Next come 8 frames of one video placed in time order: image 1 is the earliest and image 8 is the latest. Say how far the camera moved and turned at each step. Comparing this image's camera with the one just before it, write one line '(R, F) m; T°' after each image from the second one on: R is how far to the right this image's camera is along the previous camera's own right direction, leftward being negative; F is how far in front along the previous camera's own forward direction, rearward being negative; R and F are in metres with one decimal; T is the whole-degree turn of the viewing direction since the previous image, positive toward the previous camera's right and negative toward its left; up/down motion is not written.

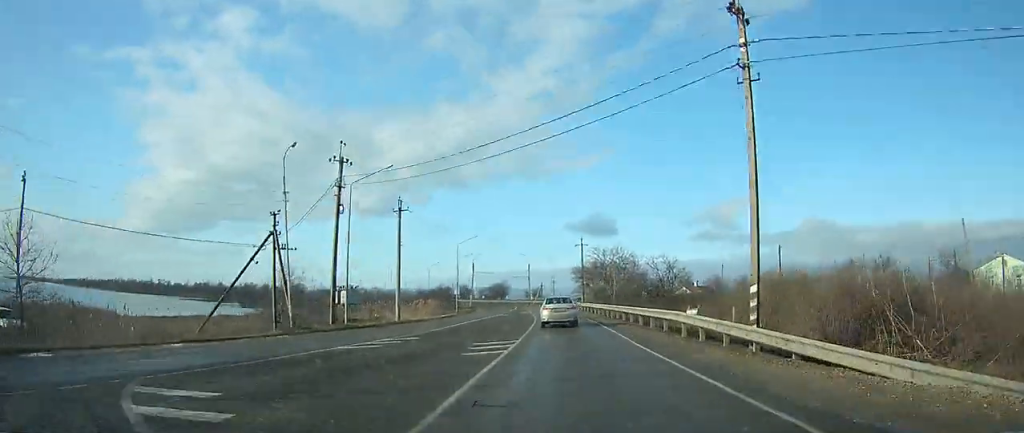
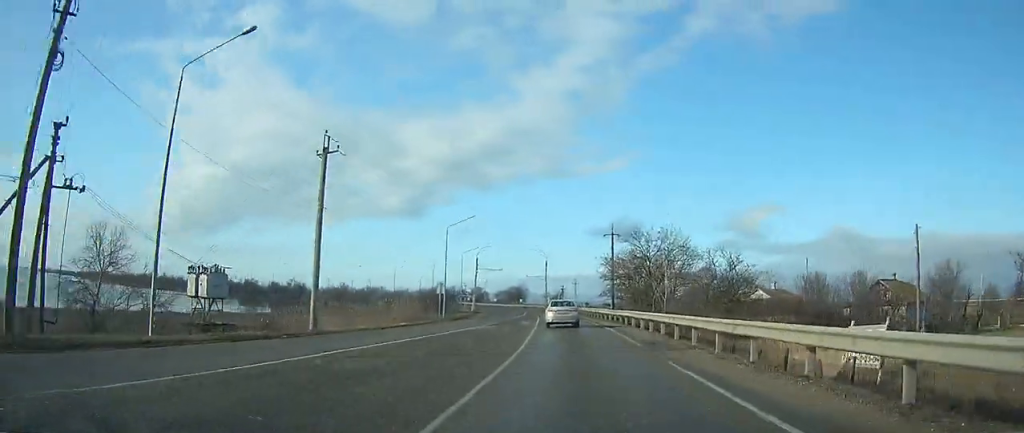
(-0.6, +24.3) m; -2°
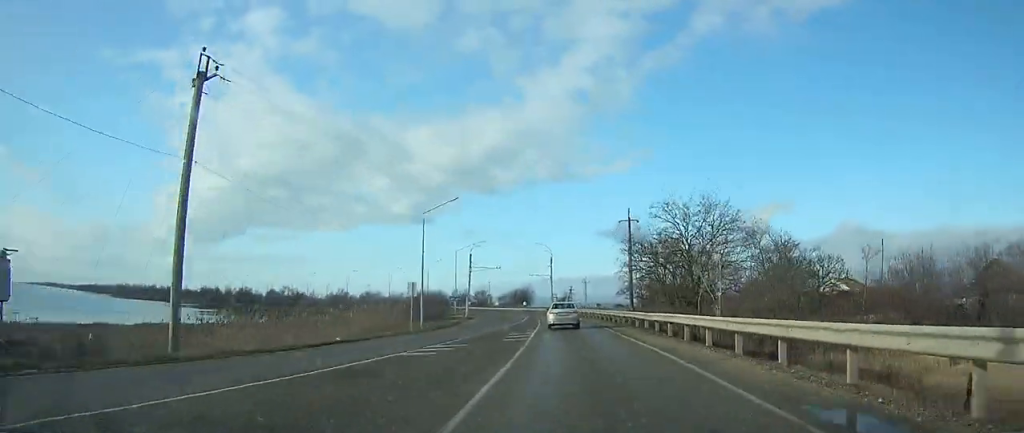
(-0.2, +13.9) m; -1°
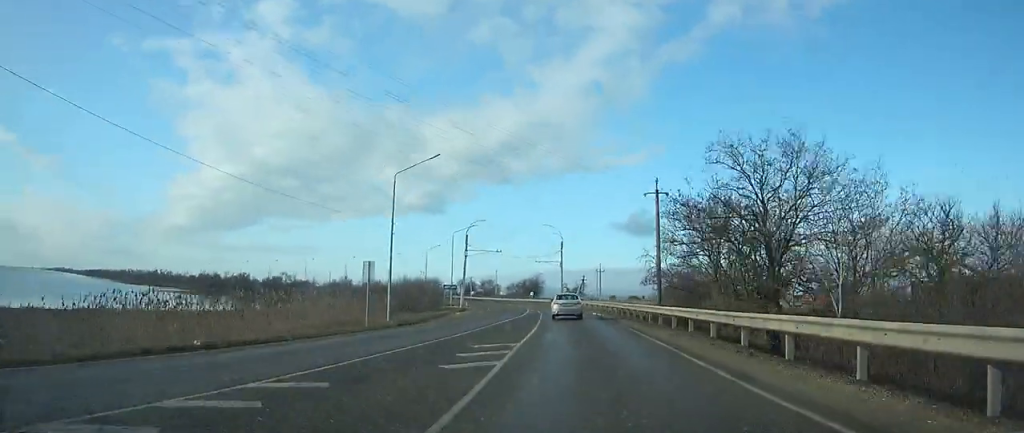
(-0.1, +12.8) m; -1°
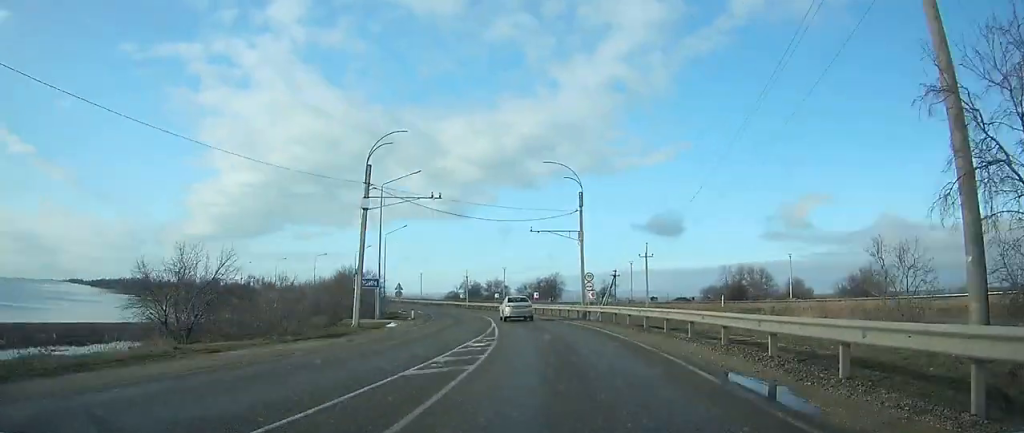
(-1.4, +40.0) m; -7°
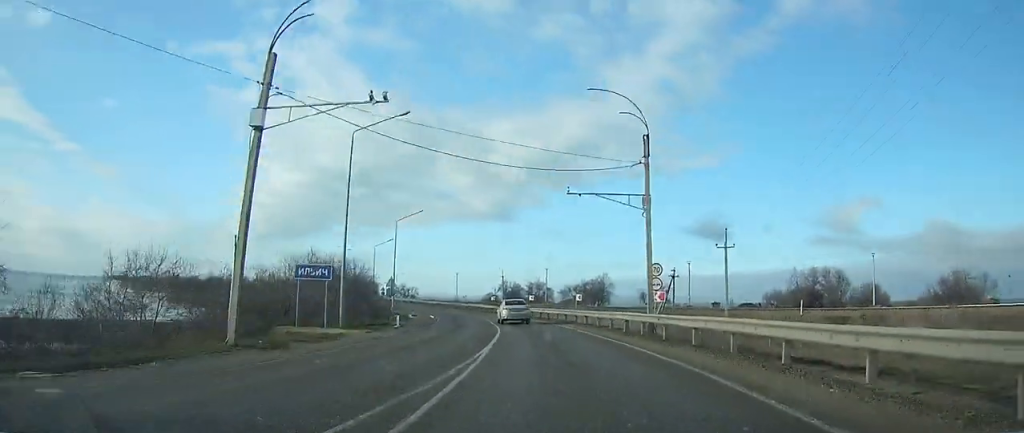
(-0.5, +15.7) m; -4°
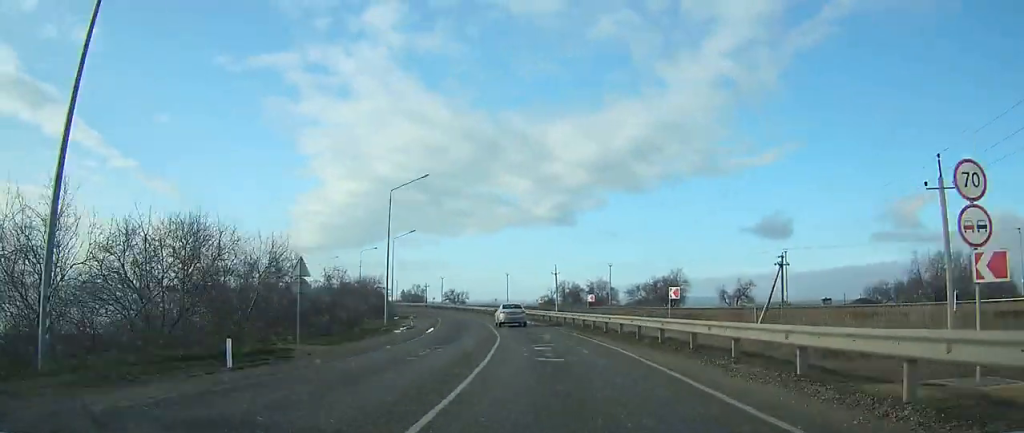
(-0.9, +23.0) m; -6°
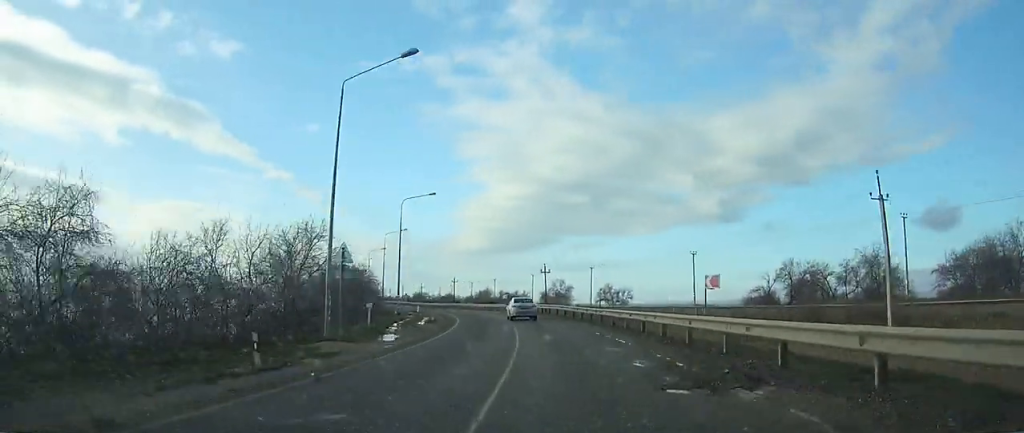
(-8.5, +64.6) m; -15°
